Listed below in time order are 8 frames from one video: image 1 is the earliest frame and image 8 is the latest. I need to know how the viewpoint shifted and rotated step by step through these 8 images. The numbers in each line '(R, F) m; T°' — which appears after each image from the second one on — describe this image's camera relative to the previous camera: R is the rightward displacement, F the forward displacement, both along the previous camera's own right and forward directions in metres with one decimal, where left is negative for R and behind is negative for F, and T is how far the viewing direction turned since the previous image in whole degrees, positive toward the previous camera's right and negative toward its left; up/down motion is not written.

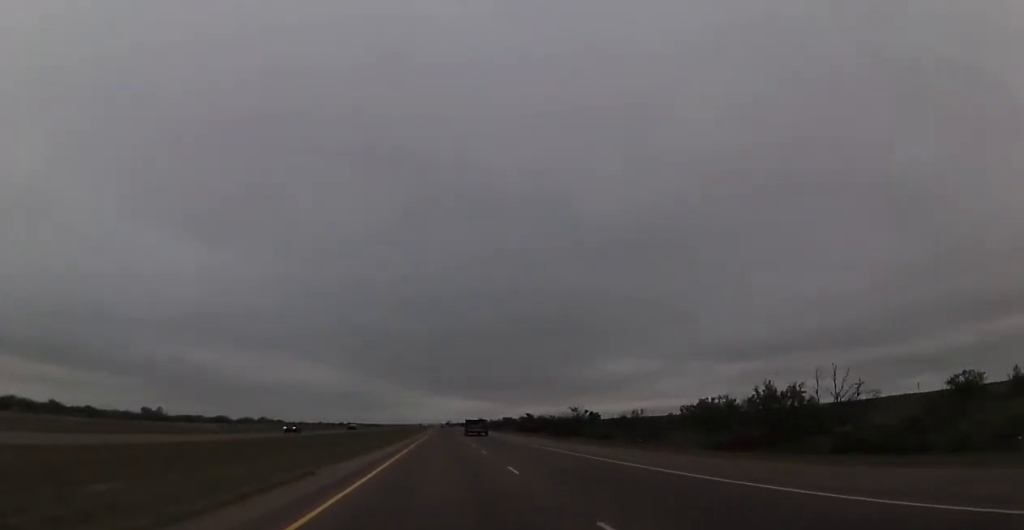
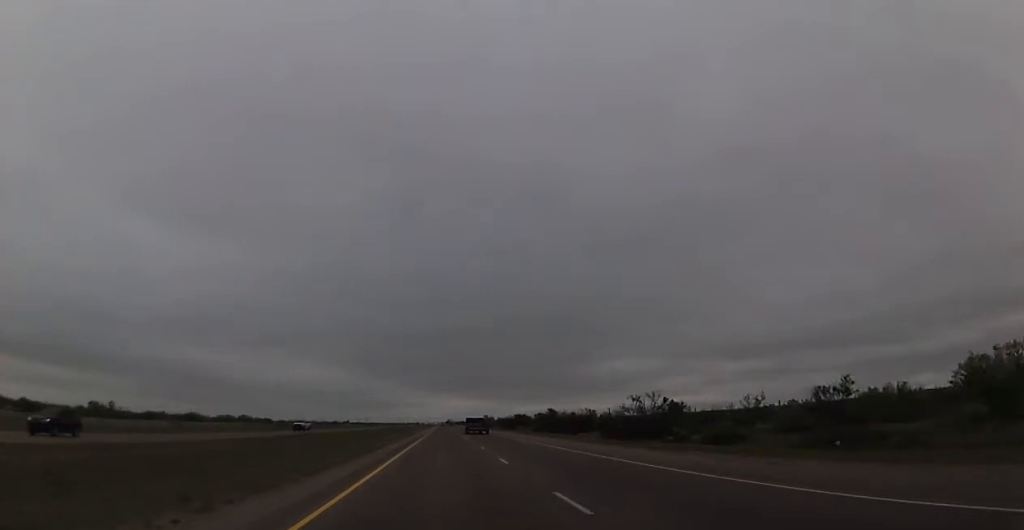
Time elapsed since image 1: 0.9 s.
(+0.2, +32.6) m; 0°
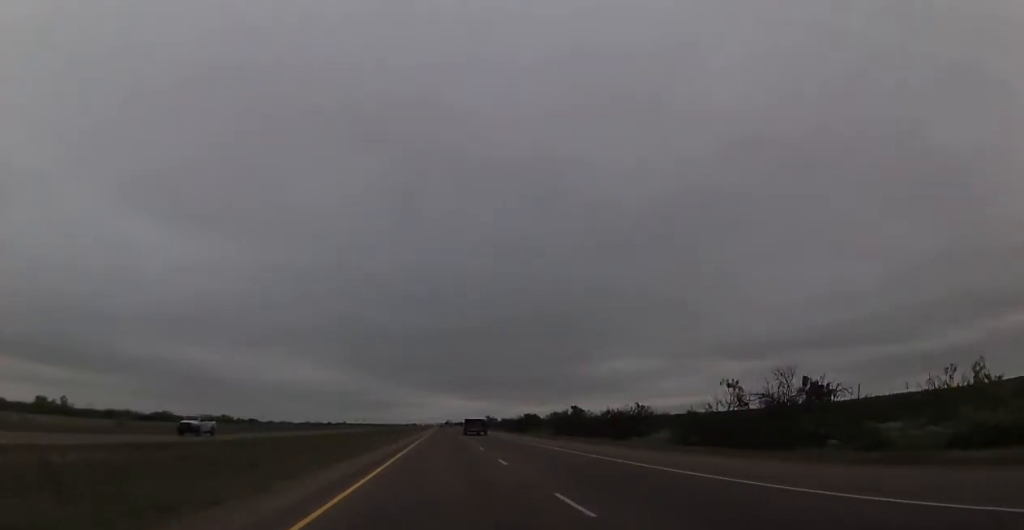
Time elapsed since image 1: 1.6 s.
(-0.1, +24.6) m; -1°
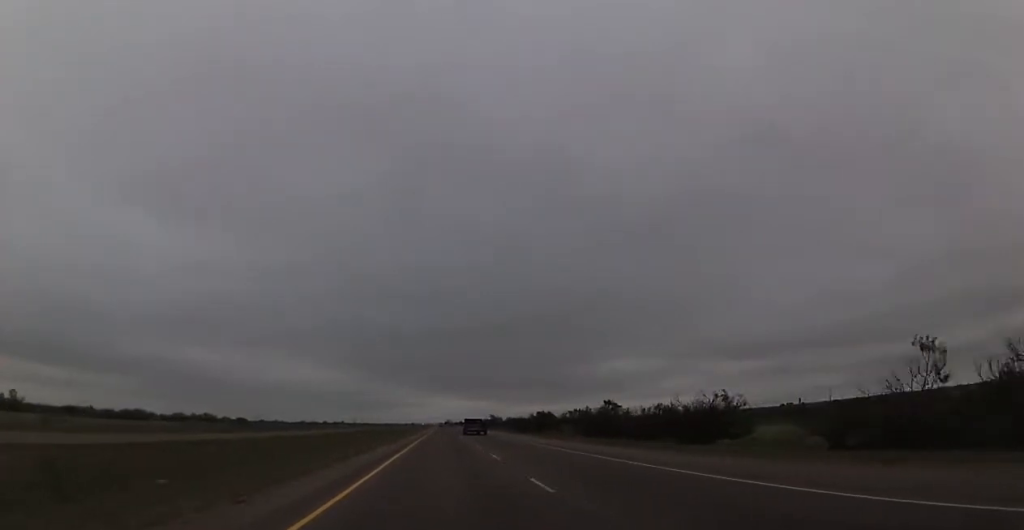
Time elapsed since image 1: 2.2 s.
(-0.1, +21.0) m; 0°
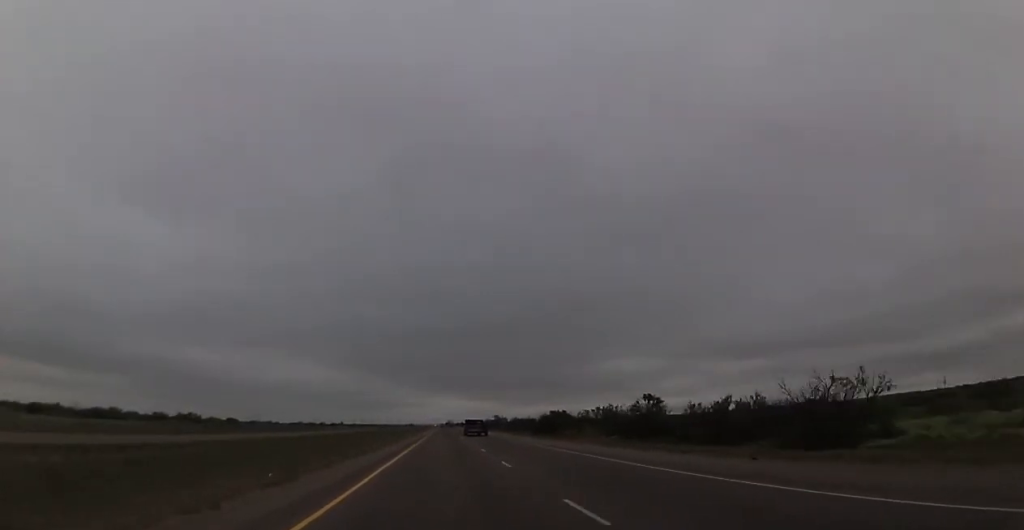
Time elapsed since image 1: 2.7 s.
(-0.1, +16.4) m; 0°
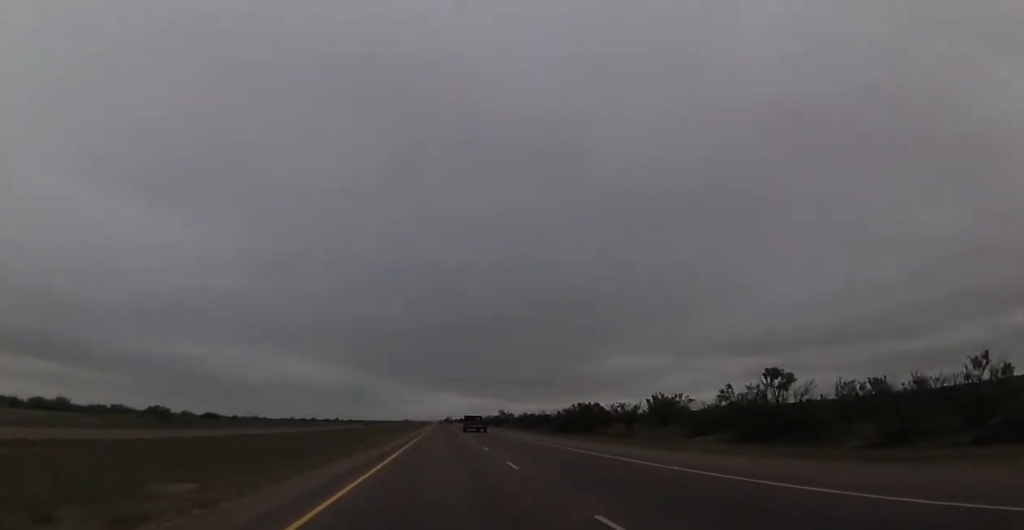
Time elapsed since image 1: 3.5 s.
(+0.1, +26.9) m; 0°
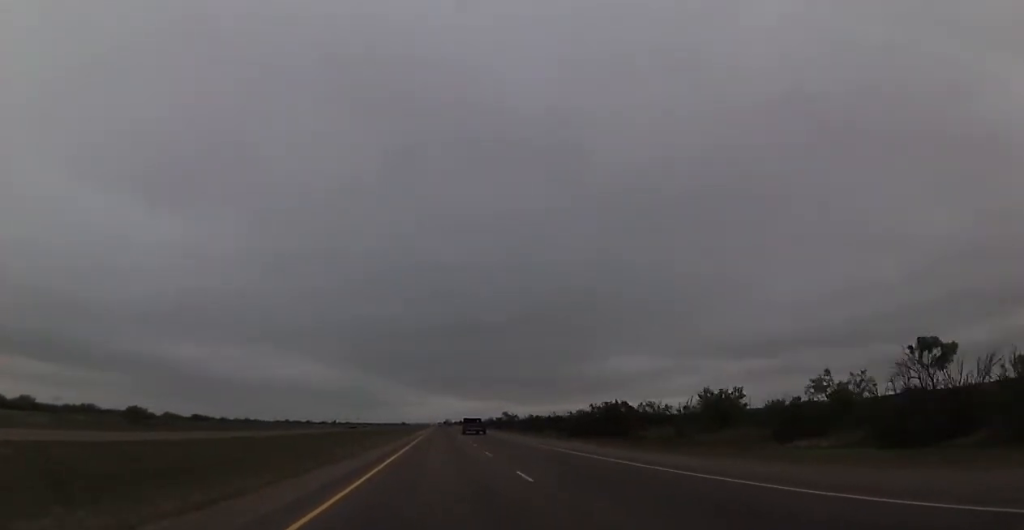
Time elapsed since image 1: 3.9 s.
(0.0, +15.2) m; 0°
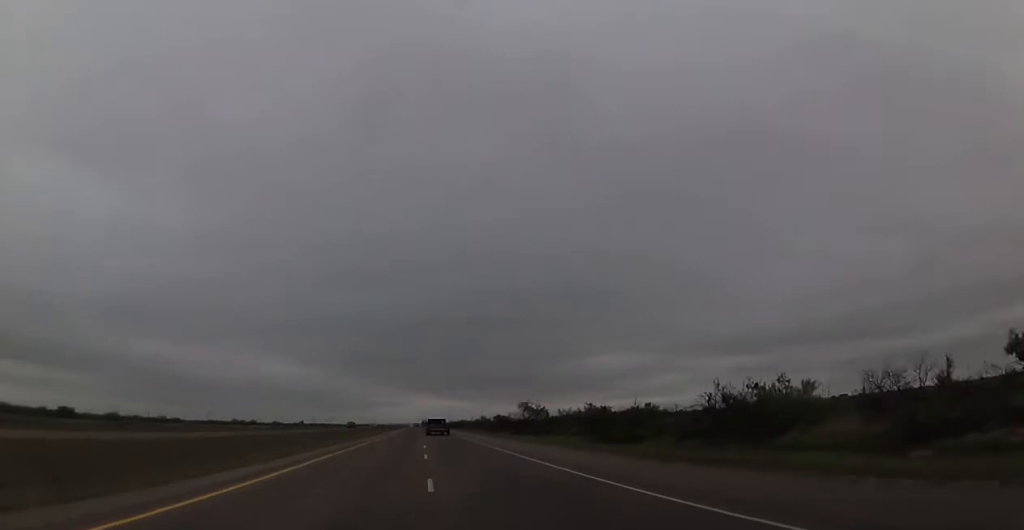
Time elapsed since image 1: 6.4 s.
(+0.8, +87.4) m; +1°
